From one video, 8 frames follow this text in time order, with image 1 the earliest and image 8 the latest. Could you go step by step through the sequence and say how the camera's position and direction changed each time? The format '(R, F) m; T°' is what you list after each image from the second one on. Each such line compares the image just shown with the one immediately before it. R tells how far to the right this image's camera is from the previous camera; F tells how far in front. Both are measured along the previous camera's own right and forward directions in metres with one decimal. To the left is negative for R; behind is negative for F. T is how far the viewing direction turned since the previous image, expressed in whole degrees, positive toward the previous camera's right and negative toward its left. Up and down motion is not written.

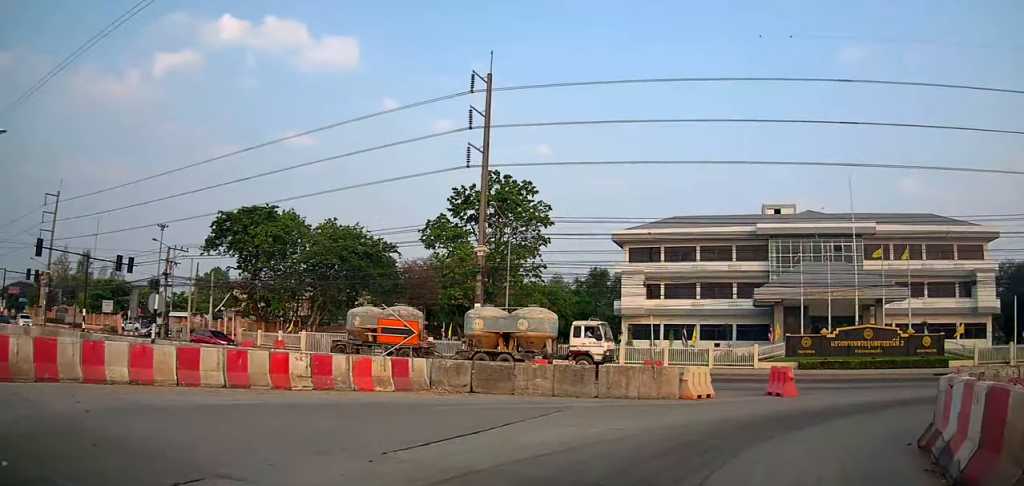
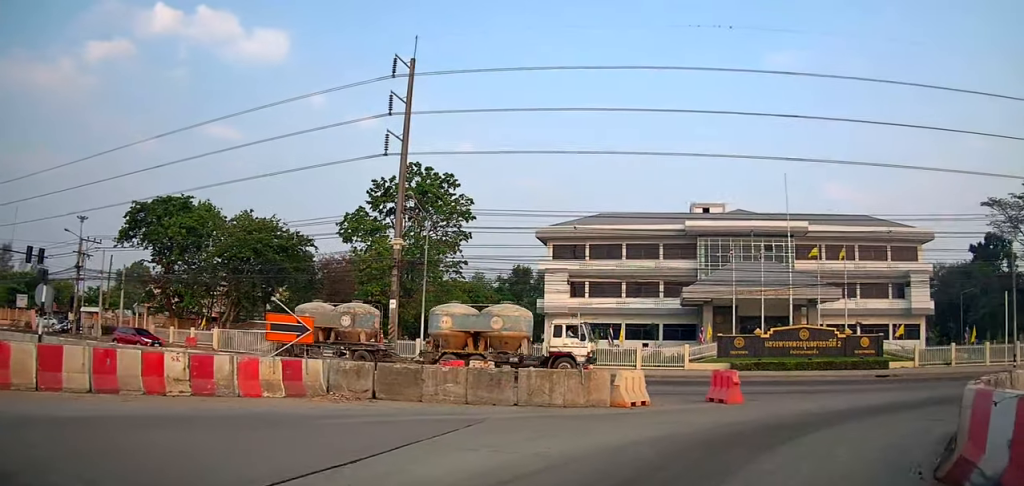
(+0.4, +1.7) m; +12°
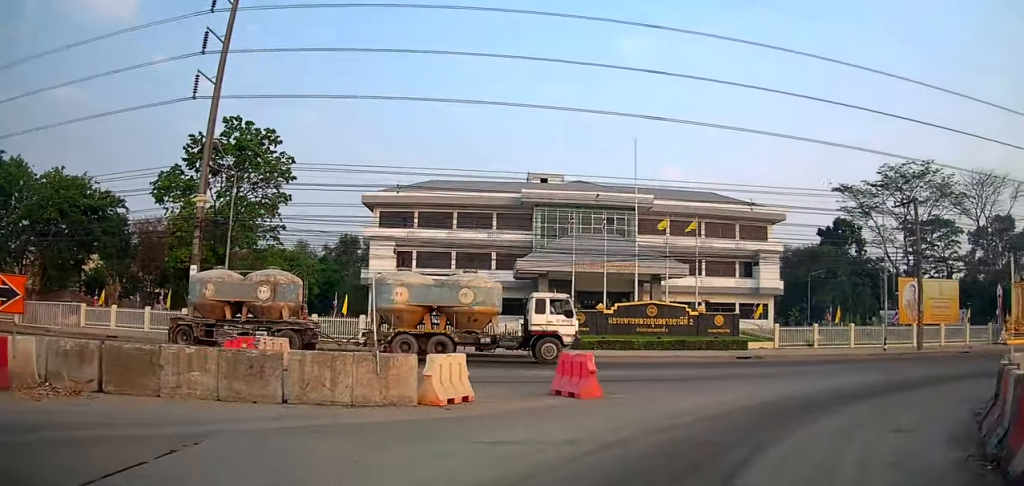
(+0.8, +4.0) m; +13°
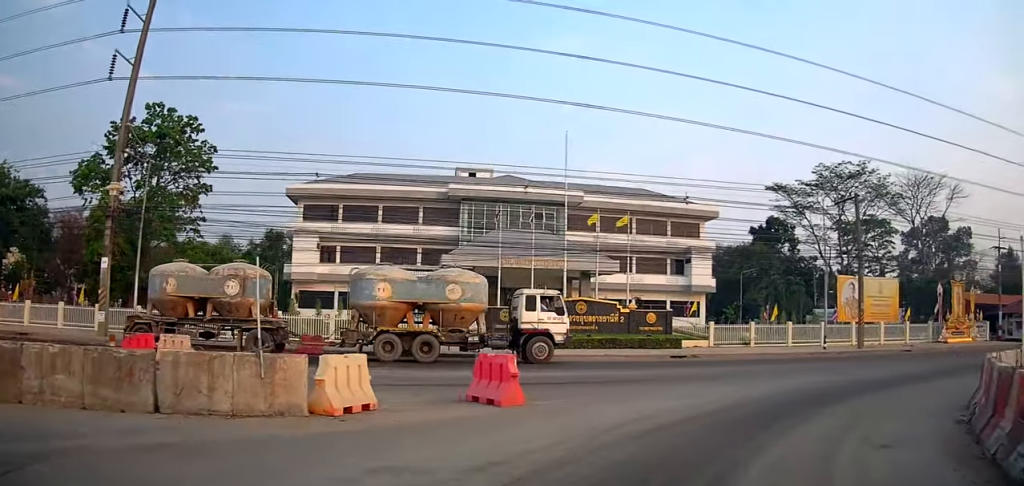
(0.0, +1.5) m; +4°
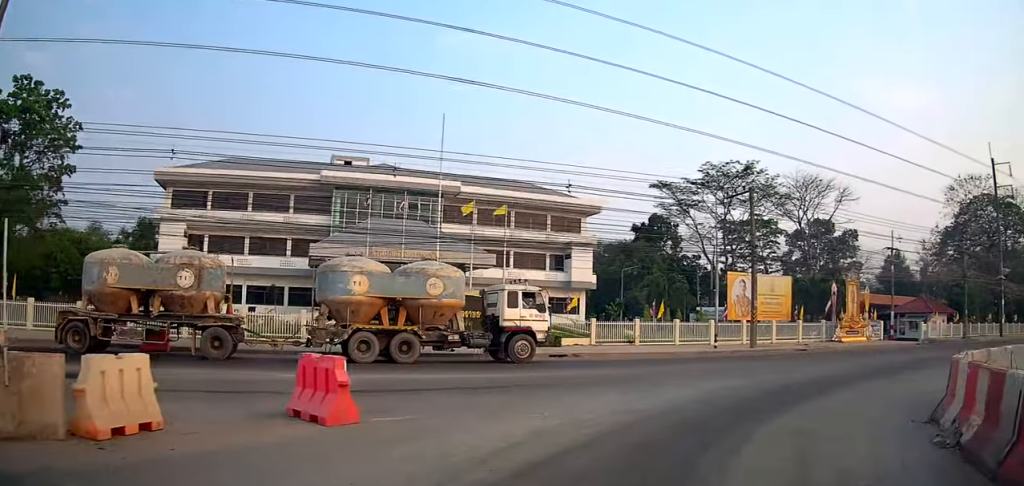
(-0.1, +2.5) m; +10°
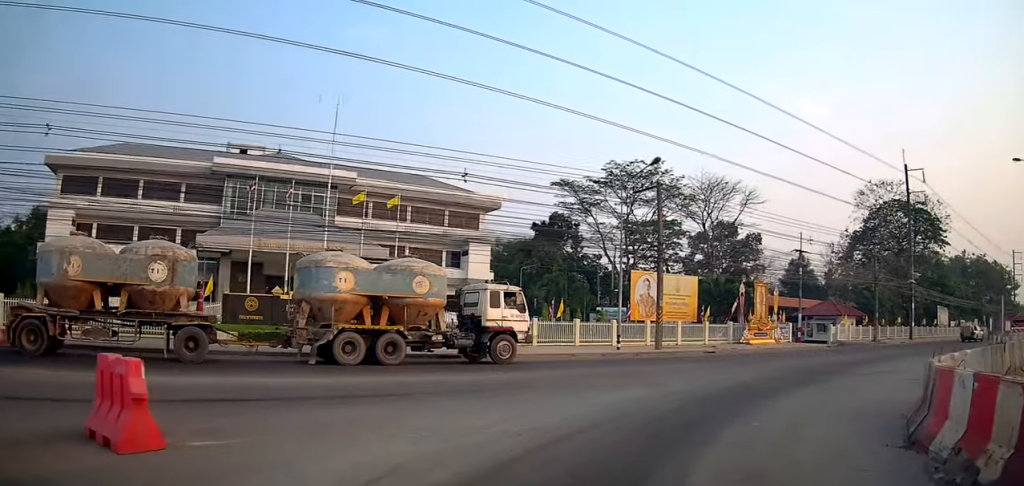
(+0.4, +1.9) m; +9°
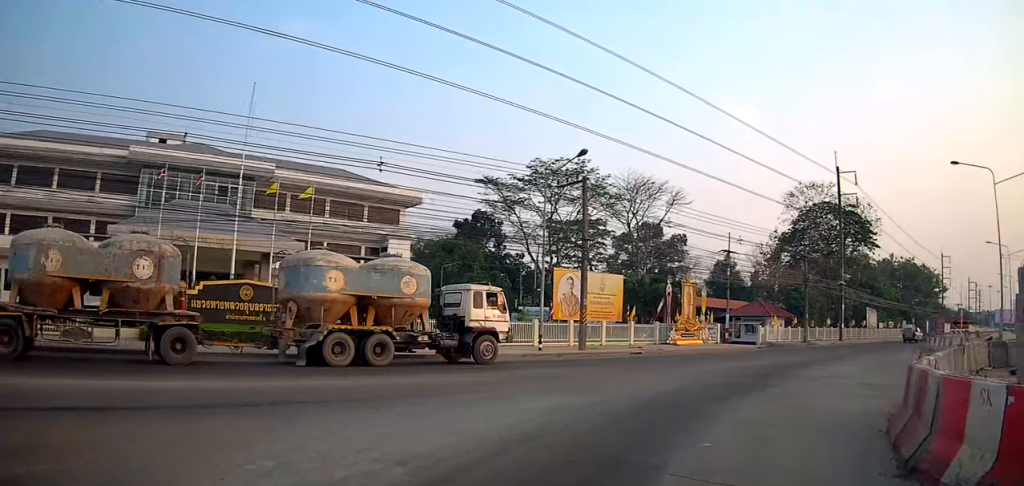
(+0.2, +1.5) m; +7°
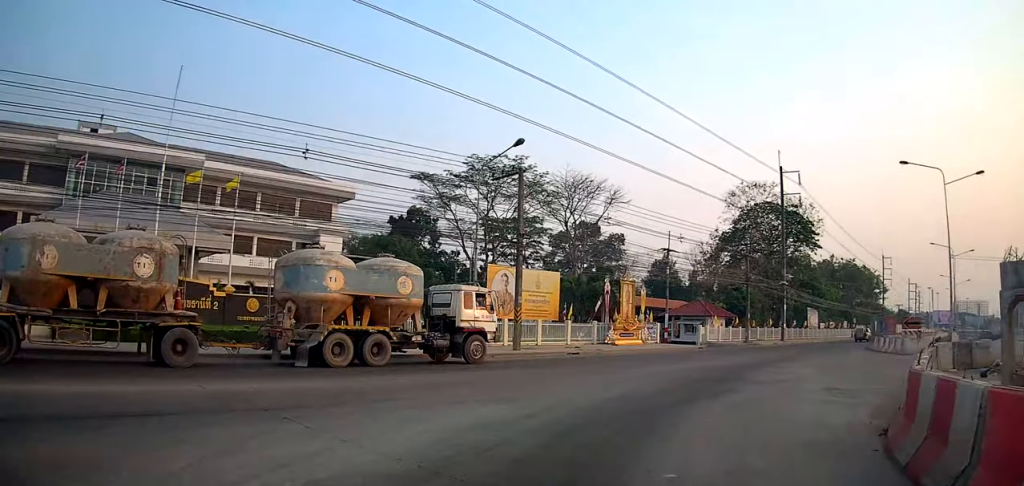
(0.0, +1.5) m; 0°
